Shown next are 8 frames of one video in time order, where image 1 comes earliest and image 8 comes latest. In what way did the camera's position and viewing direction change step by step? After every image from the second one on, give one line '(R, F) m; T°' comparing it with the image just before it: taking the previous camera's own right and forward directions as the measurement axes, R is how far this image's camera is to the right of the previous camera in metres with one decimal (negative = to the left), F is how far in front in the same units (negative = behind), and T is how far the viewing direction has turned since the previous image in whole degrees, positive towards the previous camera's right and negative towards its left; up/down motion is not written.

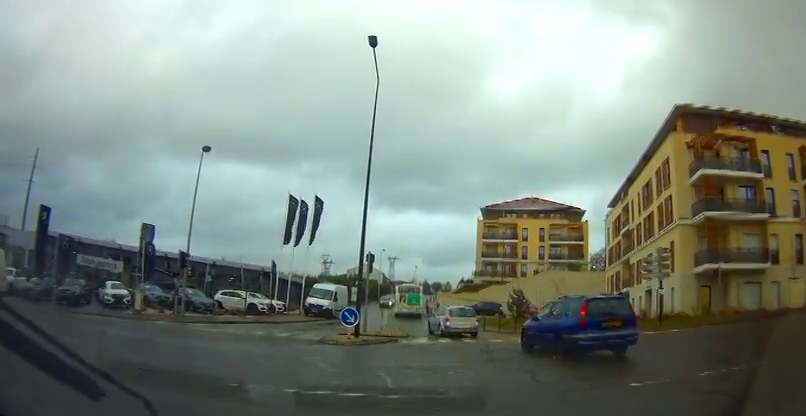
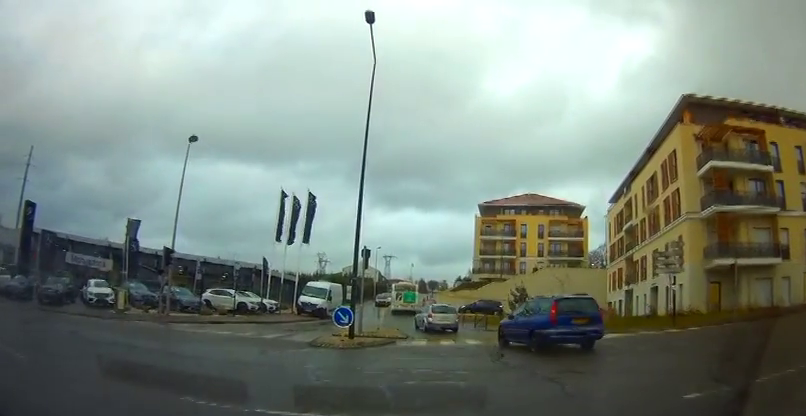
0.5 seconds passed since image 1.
(0.0, +1.8) m; +1°
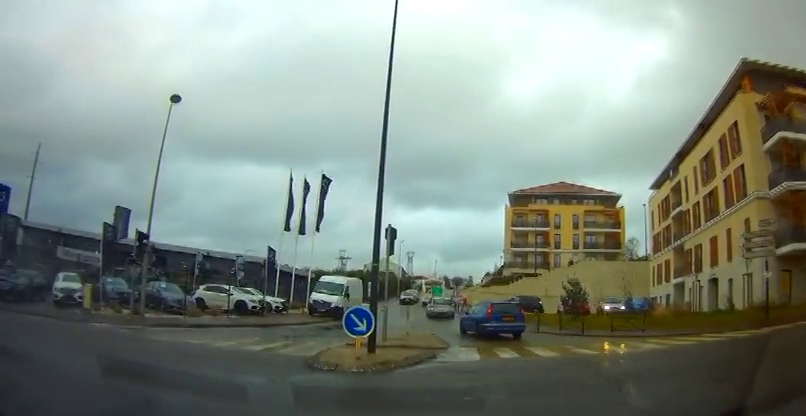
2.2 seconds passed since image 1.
(+0.2, +6.0) m; -1°
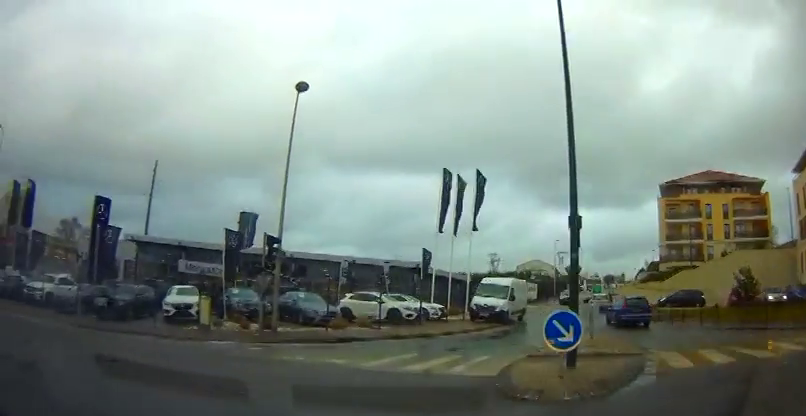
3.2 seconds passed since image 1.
(-0.2, +3.1) m; -16°
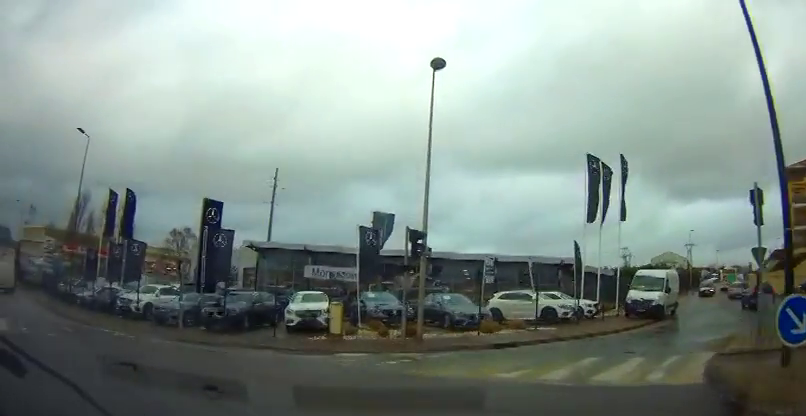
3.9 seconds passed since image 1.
(-0.5, +2.2) m; -14°
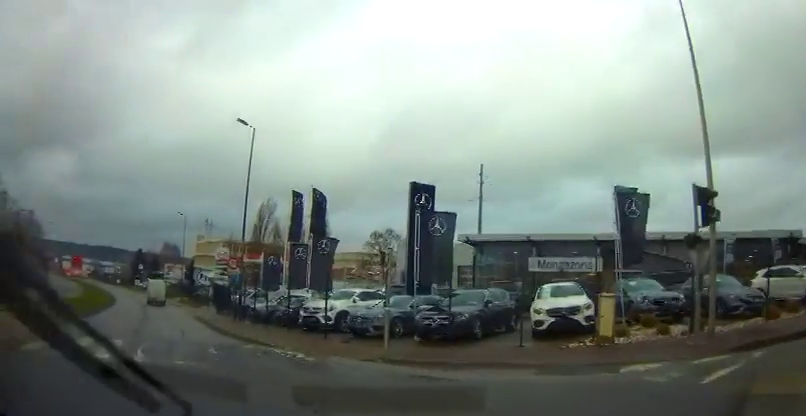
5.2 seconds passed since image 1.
(-0.5, +3.6) m; -23°
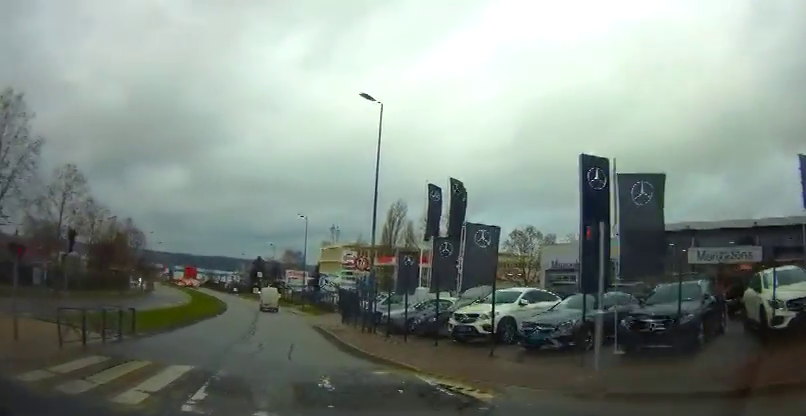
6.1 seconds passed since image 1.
(-0.7, +3.4) m; -19°
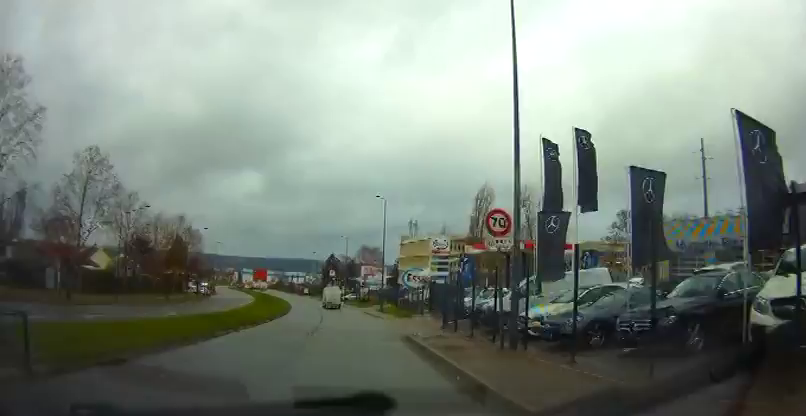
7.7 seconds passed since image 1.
(-1.2, +8.0) m; -11°
